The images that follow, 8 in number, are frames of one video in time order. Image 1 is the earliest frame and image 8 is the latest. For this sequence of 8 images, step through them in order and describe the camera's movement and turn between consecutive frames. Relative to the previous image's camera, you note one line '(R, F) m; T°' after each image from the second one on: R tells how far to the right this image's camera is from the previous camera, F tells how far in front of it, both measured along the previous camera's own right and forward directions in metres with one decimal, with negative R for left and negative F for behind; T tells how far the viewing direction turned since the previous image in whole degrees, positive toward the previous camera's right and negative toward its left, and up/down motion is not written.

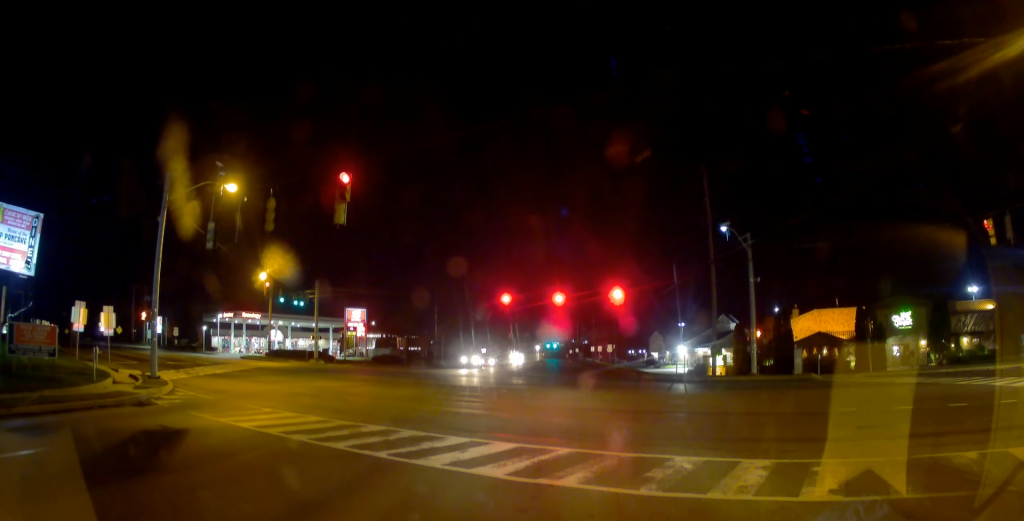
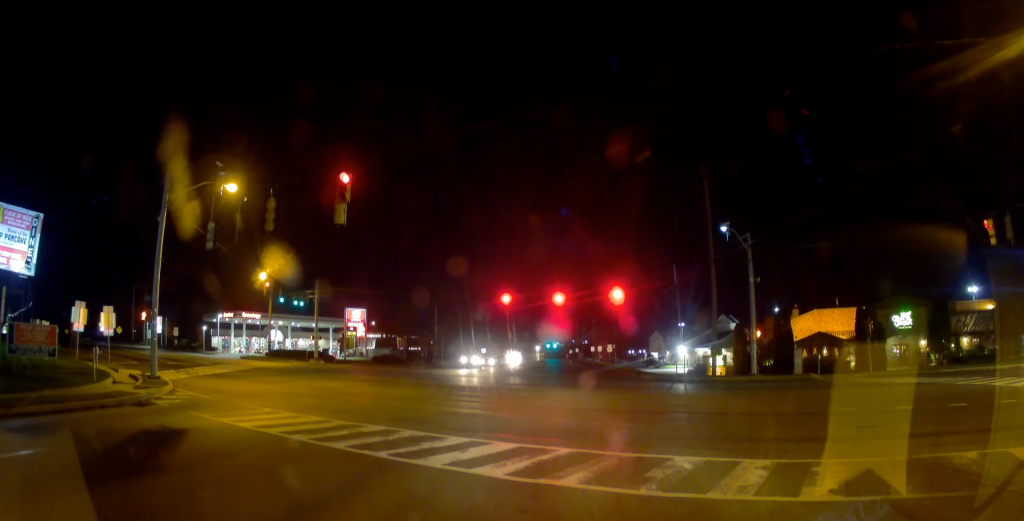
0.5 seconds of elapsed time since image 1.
(0.0, 0.0) m; 0°
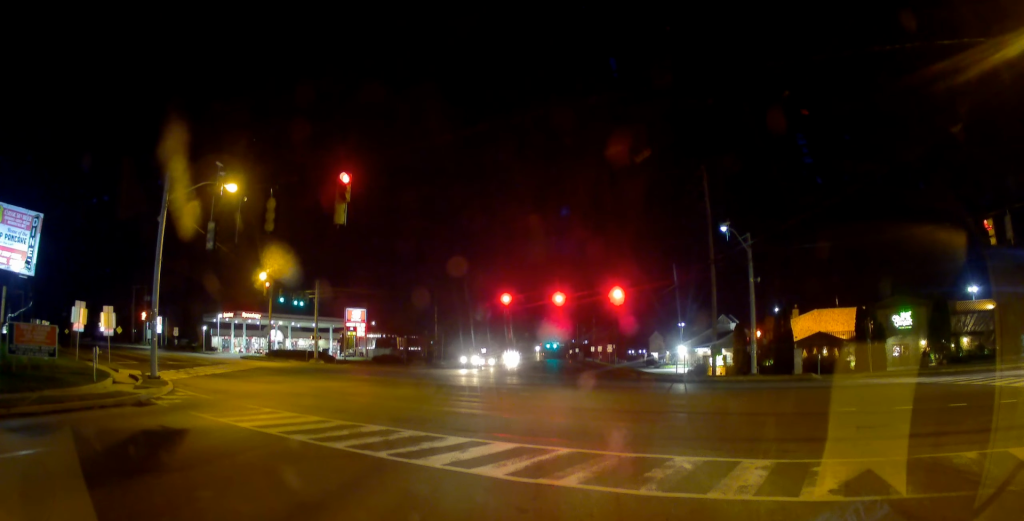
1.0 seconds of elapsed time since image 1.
(0.0, 0.0) m; 0°
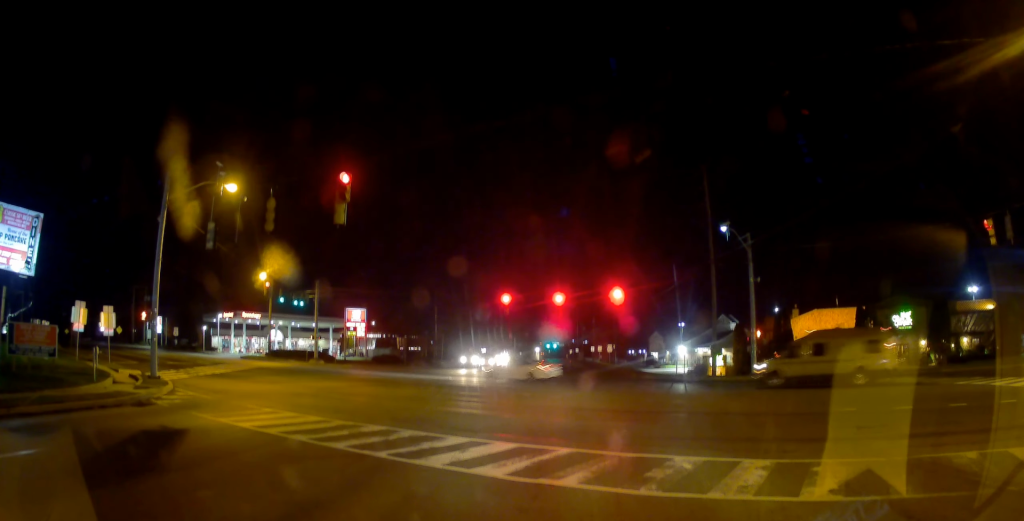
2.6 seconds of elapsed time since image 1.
(0.0, 0.0) m; 0°
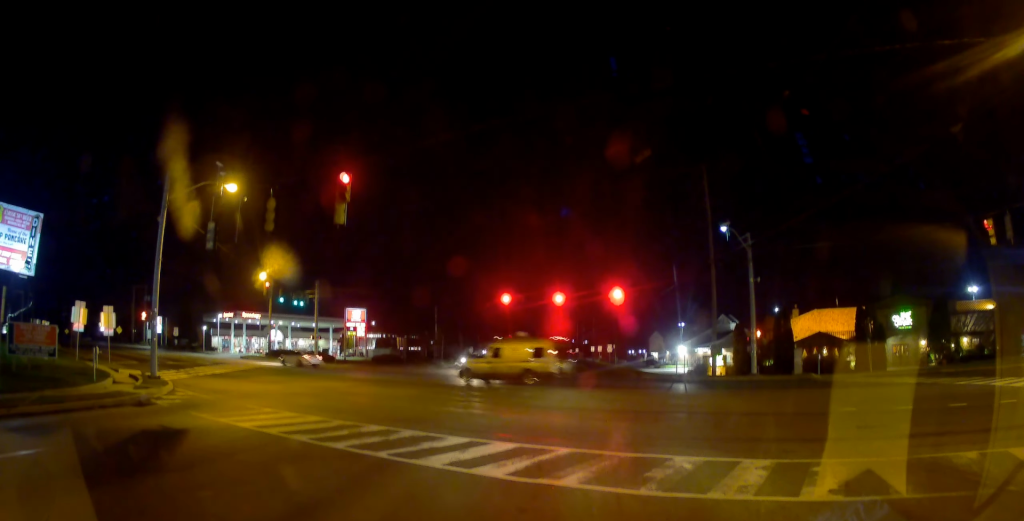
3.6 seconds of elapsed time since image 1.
(0.0, 0.0) m; 0°
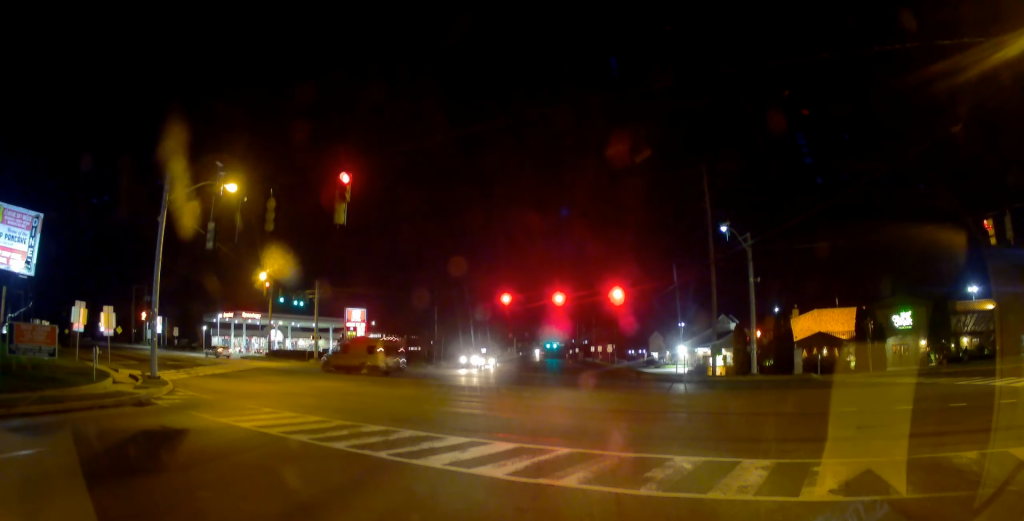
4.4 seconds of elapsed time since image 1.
(0.0, 0.0) m; 0°
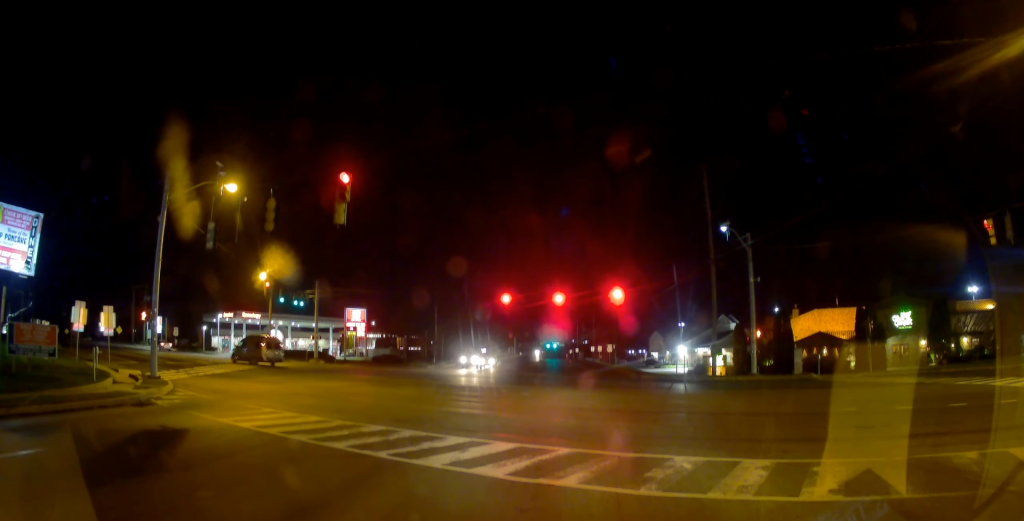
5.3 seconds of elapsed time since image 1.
(0.0, 0.0) m; 0°
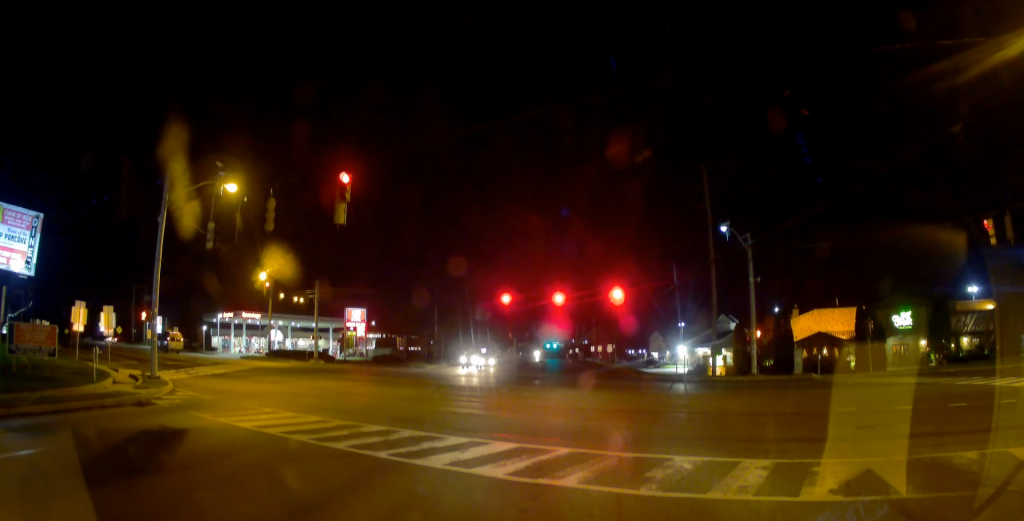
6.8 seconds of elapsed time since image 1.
(0.0, 0.0) m; 0°
